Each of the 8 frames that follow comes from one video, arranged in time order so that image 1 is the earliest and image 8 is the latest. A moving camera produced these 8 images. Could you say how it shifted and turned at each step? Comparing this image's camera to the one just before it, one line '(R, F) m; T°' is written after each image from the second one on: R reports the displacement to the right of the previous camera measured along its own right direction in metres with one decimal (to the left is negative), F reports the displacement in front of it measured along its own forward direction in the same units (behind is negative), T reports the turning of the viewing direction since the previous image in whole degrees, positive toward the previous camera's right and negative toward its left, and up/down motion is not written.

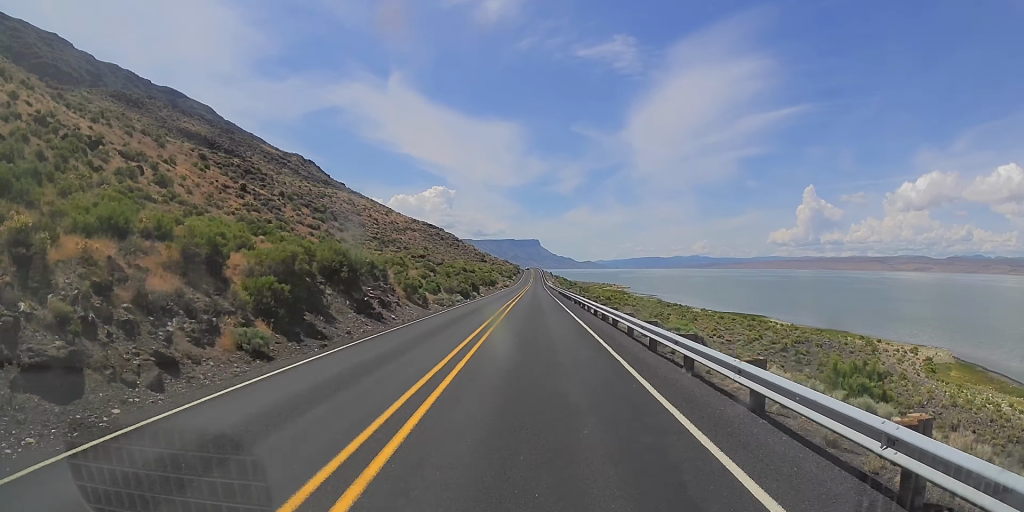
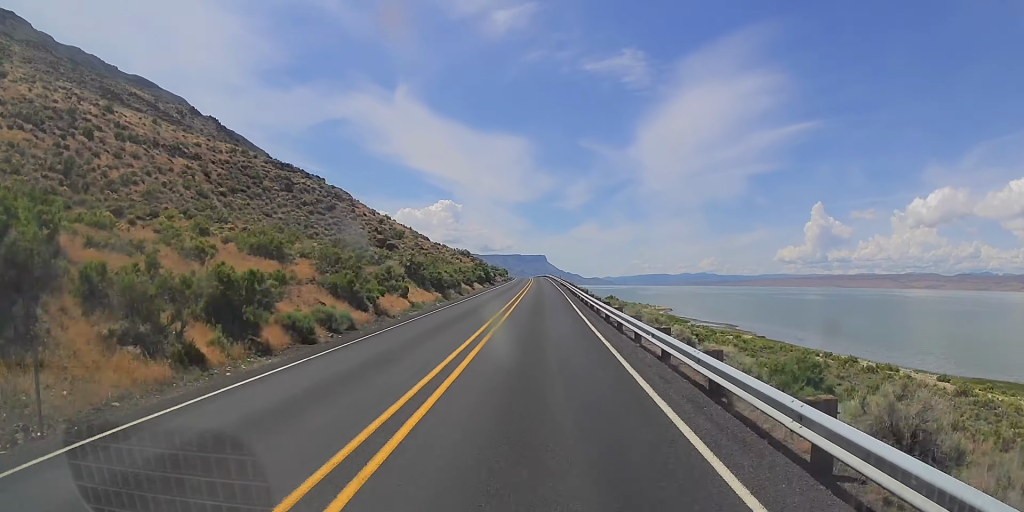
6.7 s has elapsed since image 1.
(-0.5, +174.5) m; 0°
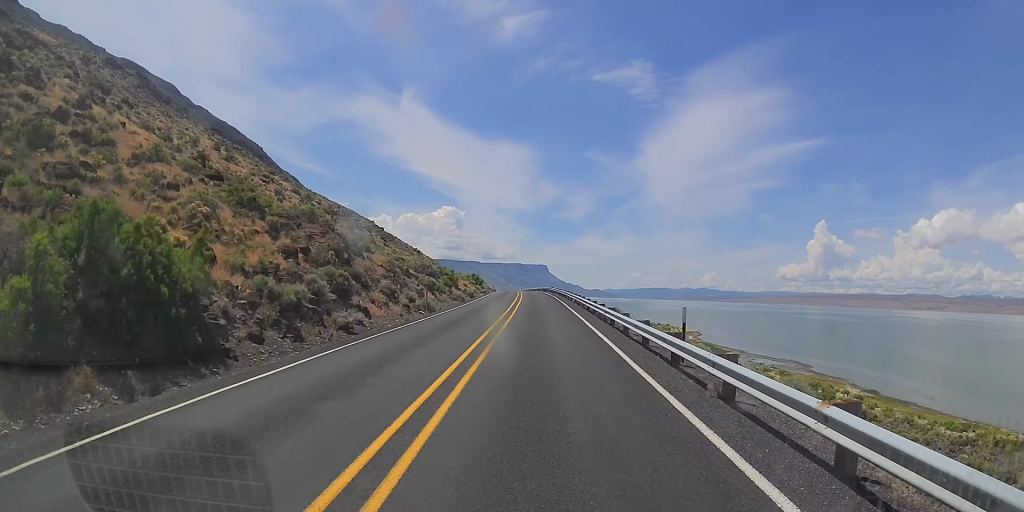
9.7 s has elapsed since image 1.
(0.0, +81.2) m; -1°
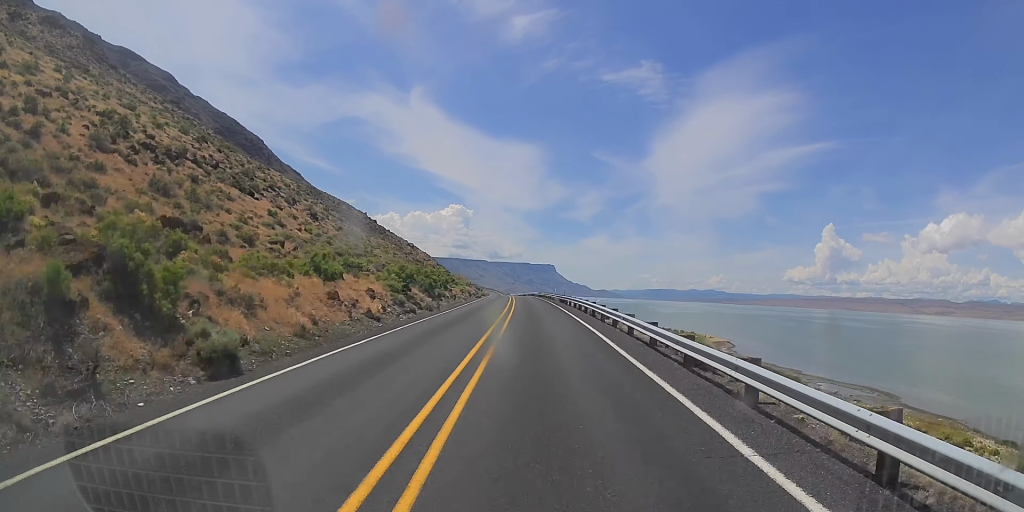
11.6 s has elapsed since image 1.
(-0.1, +49.5) m; -1°
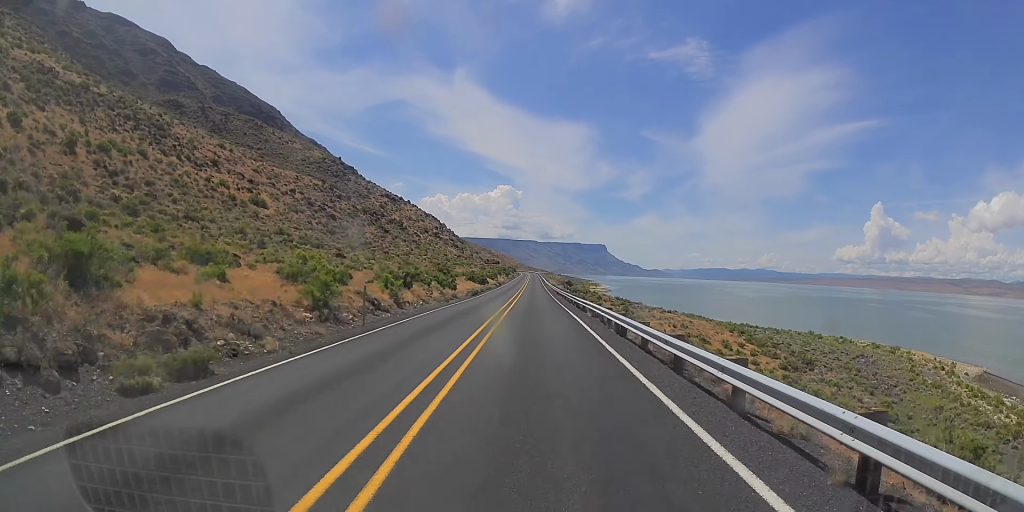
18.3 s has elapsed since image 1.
(-6.9, +177.5) m; -4°
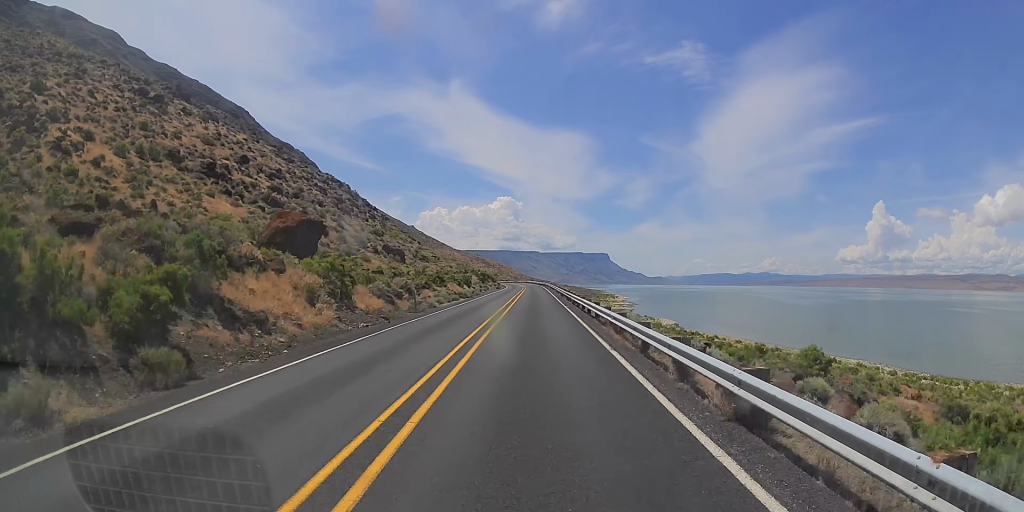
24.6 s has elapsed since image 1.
(-2.1, +165.2) m; -1°
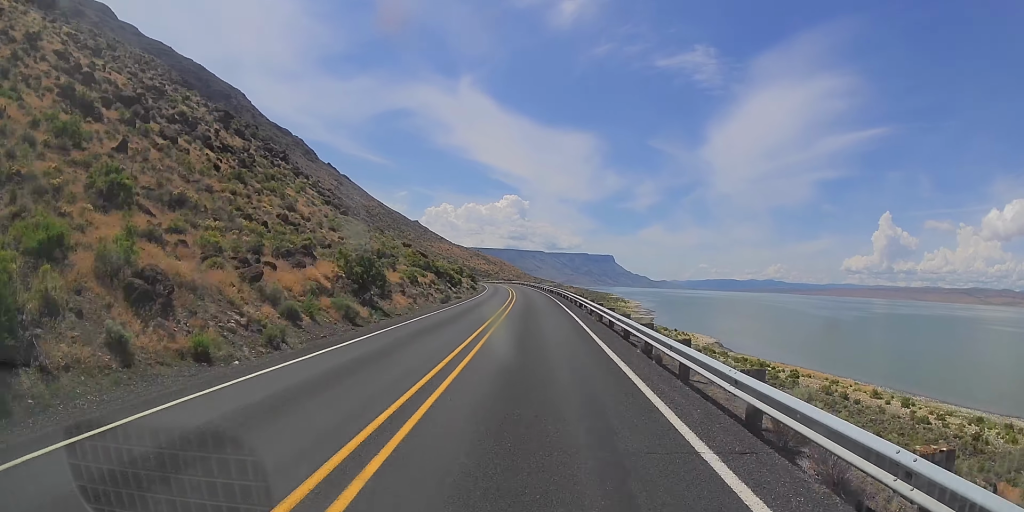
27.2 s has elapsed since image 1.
(0.0, +69.3) m; -1°
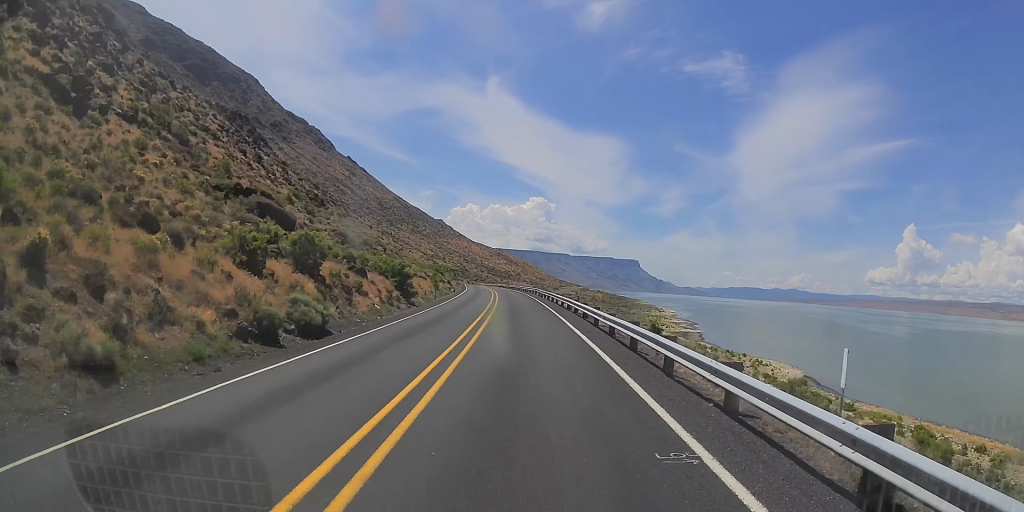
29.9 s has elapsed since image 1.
(0.0, +68.4) m; -2°
